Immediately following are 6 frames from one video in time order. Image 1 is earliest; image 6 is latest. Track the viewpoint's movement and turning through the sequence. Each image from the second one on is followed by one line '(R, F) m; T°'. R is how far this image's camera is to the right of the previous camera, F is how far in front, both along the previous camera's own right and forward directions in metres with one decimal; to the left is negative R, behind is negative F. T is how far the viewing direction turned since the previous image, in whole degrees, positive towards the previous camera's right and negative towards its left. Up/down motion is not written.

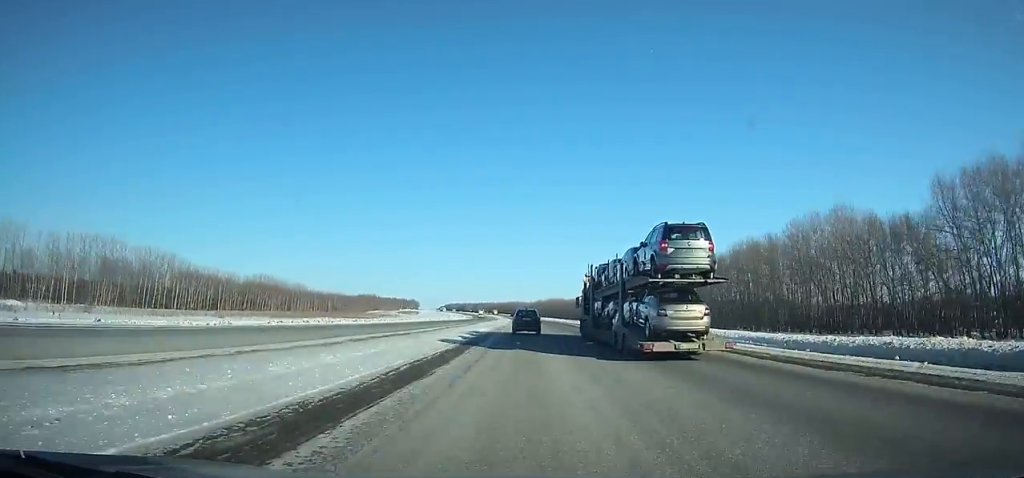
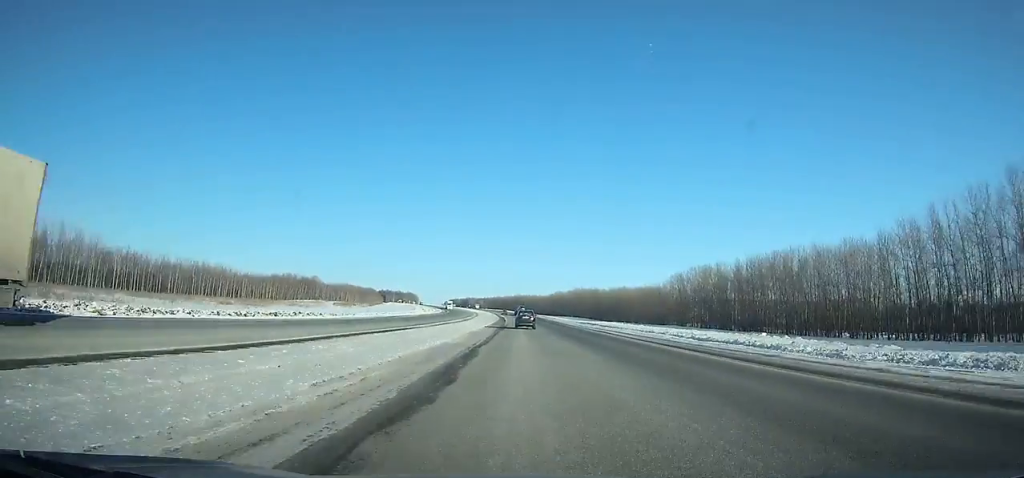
(-3.1, +163.2) m; -2°
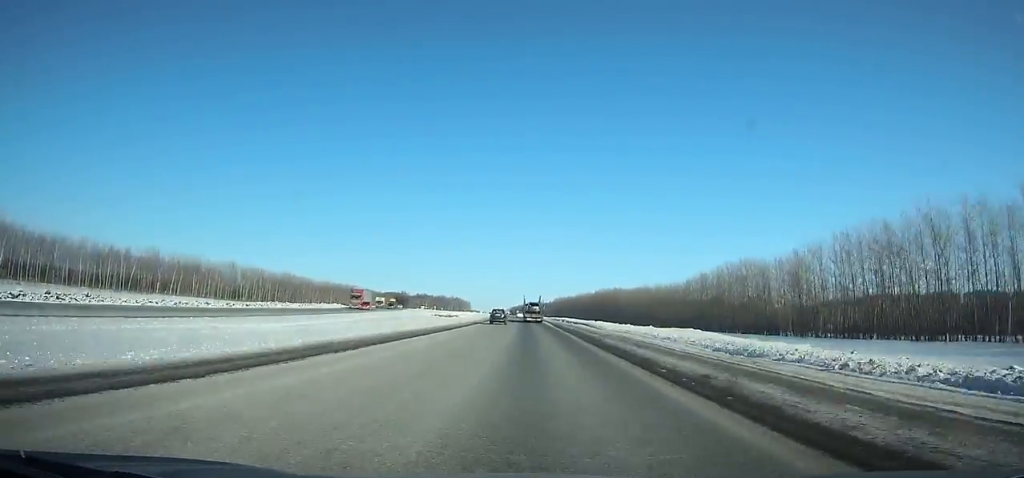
(-11.8, +253.7) m; -6°
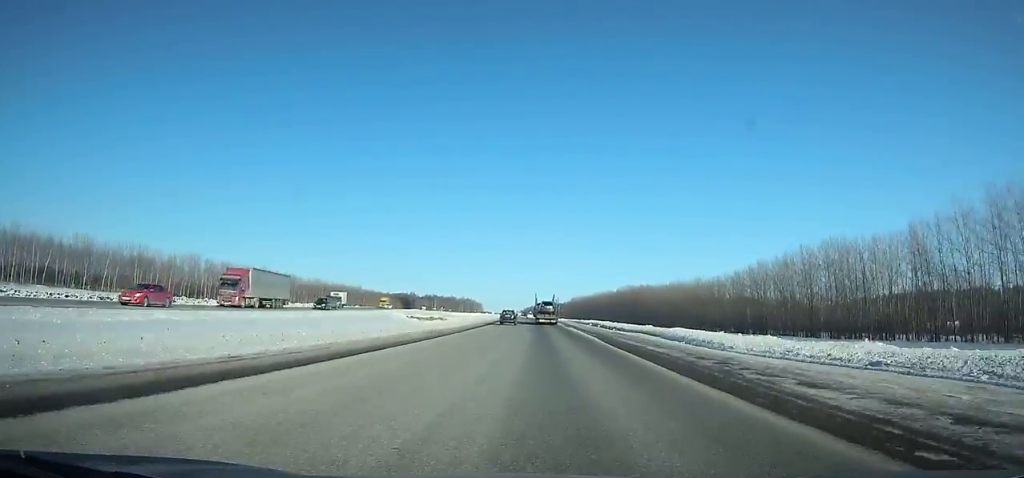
(-0.3, +35.4) m; -1°
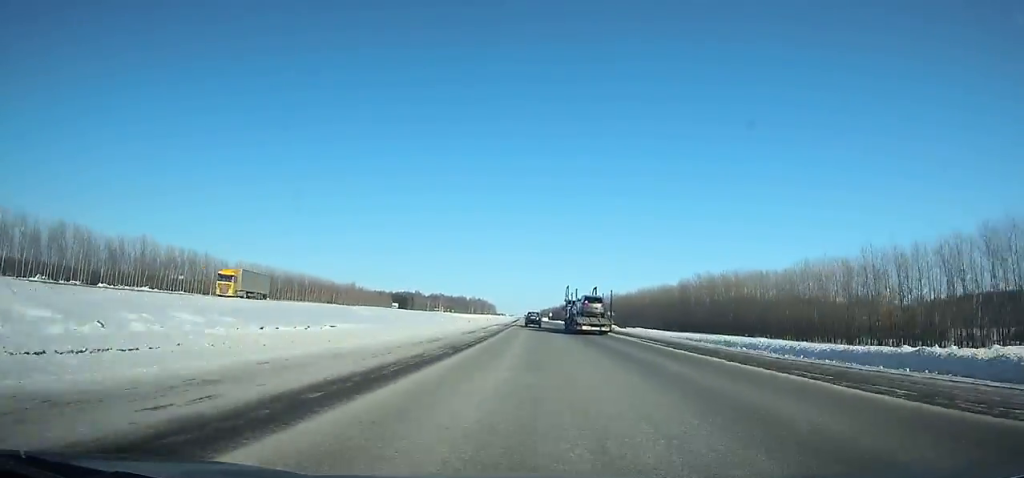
(-2.0, +86.4) m; -1°
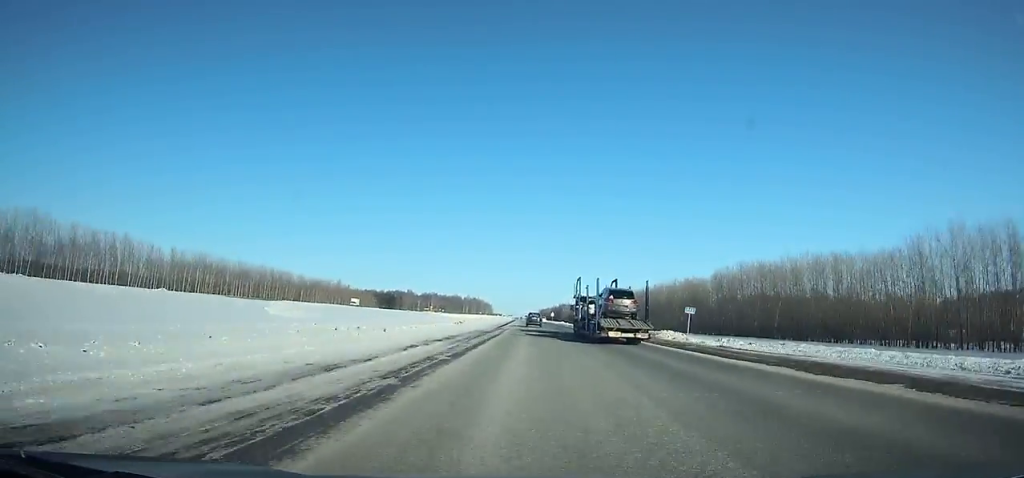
(-0.1, +36.4) m; 0°
